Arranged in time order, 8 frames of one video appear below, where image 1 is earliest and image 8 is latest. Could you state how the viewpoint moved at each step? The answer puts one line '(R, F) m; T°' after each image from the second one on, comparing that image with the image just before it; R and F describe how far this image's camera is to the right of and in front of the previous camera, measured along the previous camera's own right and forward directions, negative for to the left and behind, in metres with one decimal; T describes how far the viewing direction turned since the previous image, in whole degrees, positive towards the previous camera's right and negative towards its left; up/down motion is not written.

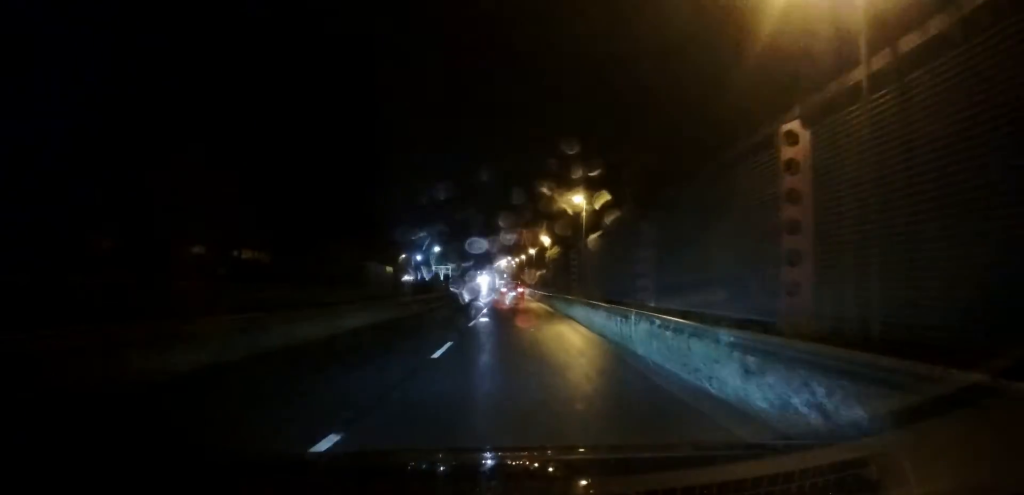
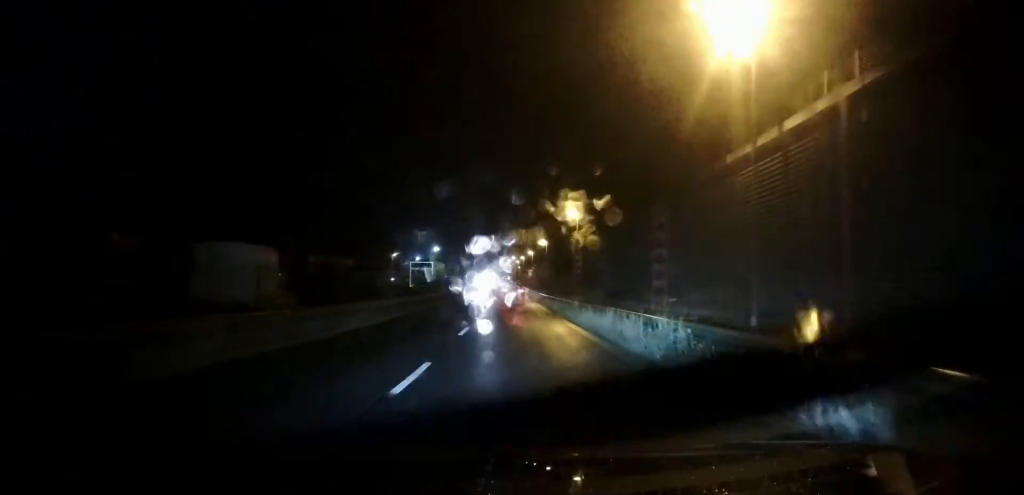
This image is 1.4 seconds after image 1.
(0.0, +21.7) m; 0°
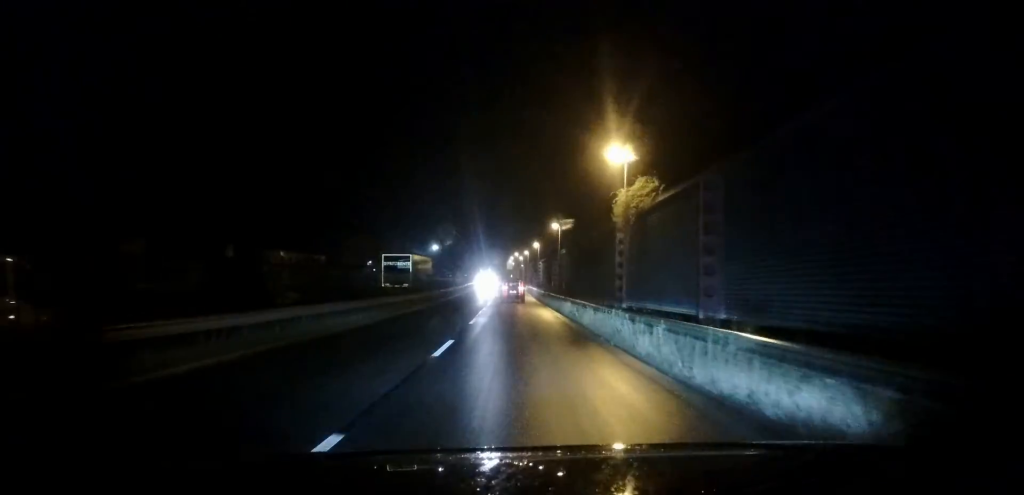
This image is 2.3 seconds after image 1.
(0.0, +14.3) m; 0°
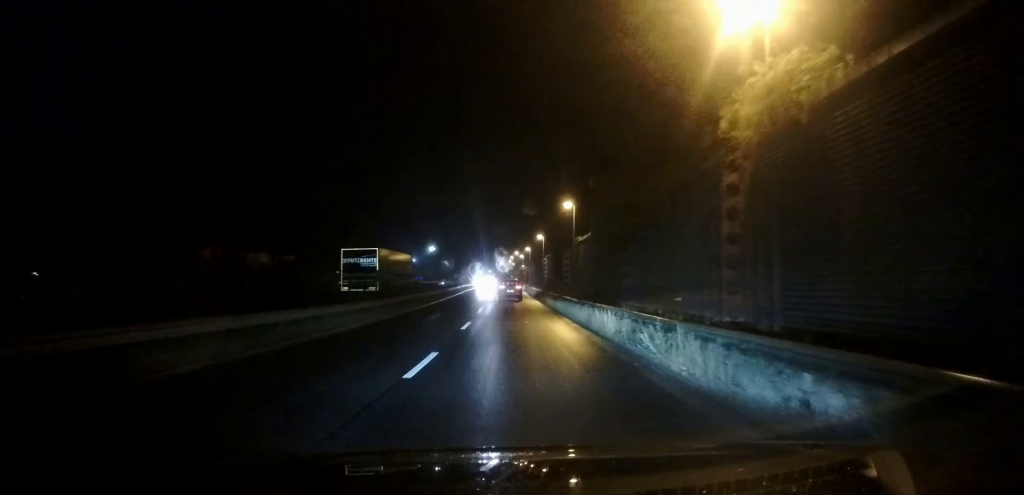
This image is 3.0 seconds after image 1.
(+0.1, +11.6) m; -1°
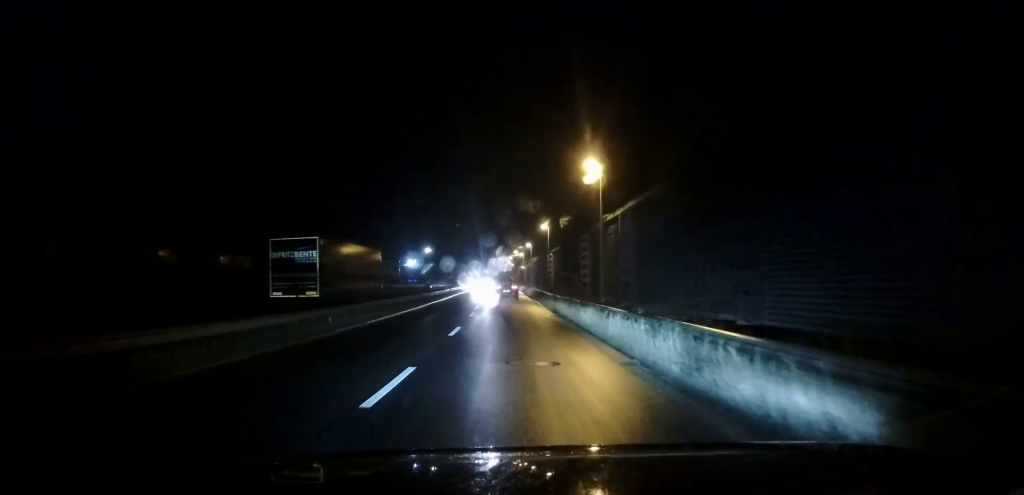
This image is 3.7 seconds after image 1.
(-0.2, +11.0) m; -1°
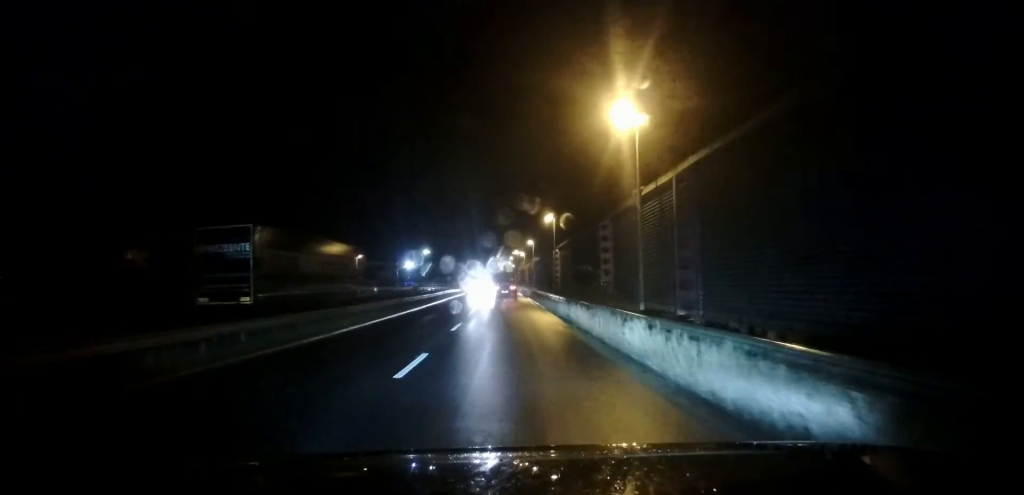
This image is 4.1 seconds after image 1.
(0.0, +6.8) m; -1°
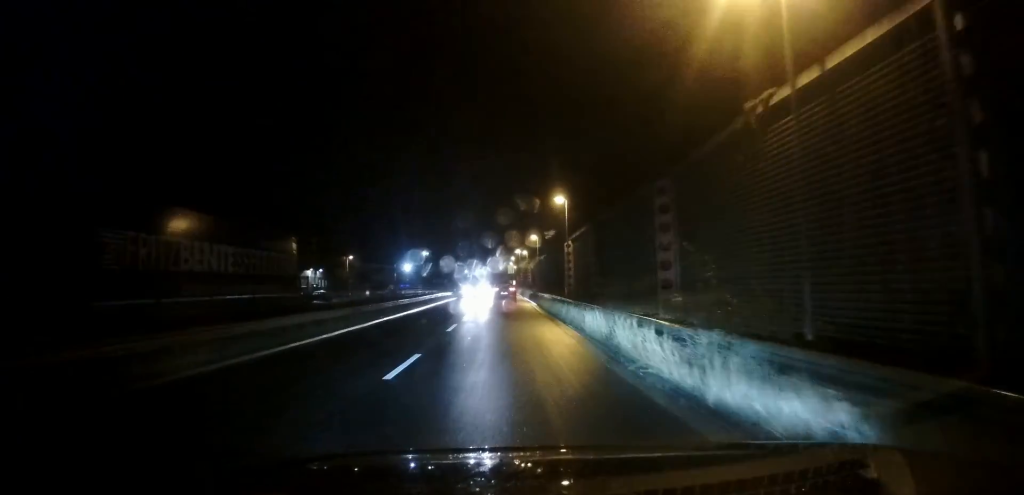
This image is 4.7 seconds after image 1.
(0.0, +8.8) m; -1°
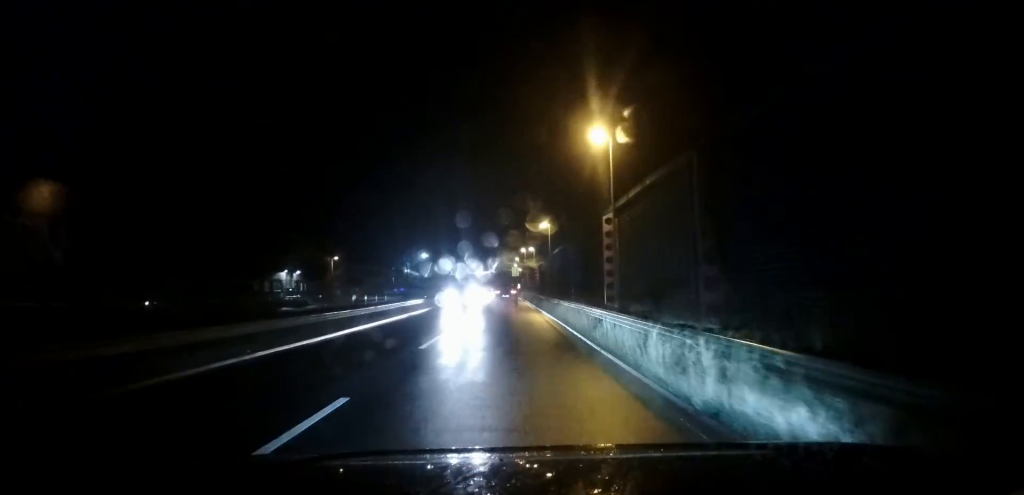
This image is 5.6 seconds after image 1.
(-0.2, +13.5) m; 0°
